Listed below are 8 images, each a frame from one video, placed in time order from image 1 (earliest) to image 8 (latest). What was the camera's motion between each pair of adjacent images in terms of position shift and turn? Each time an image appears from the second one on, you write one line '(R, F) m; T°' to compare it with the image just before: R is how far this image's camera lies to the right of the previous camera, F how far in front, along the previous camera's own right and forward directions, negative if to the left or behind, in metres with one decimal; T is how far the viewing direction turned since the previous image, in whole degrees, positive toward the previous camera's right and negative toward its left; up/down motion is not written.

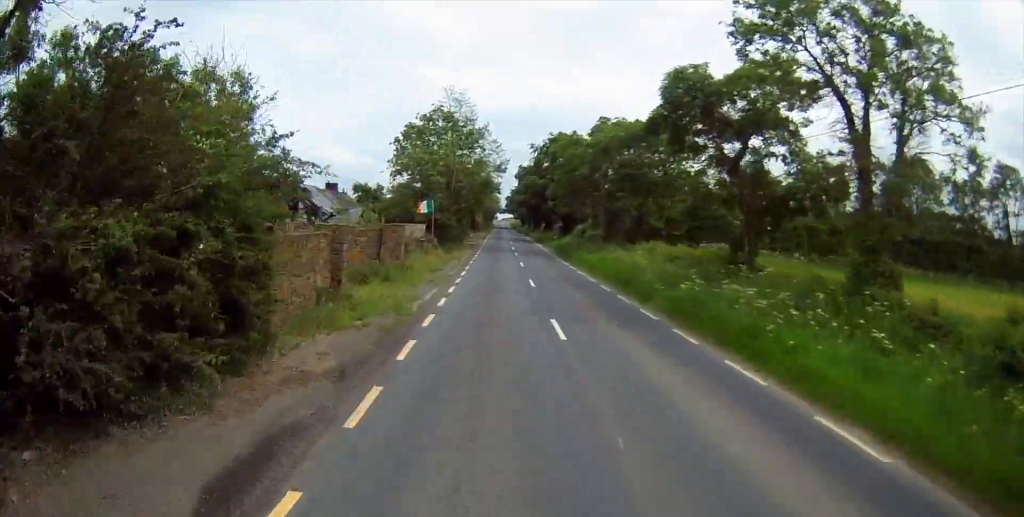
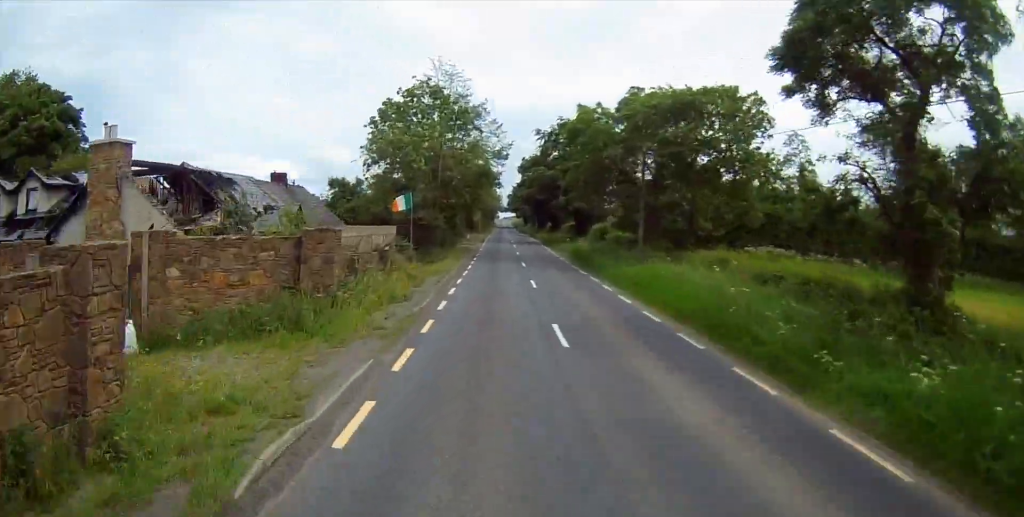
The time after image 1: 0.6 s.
(+0.2, +12.5) m; 0°
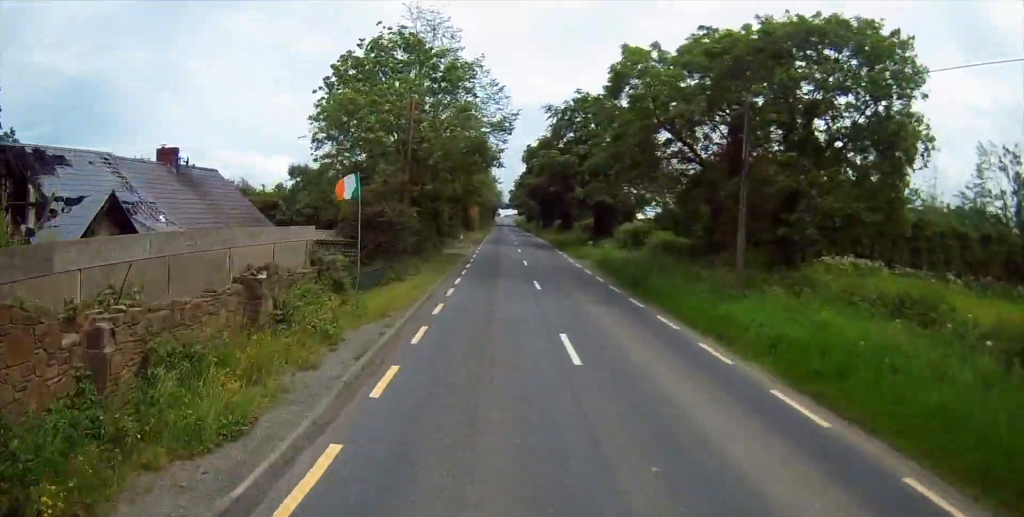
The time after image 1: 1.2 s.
(+0.2, +13.9) m; 0°
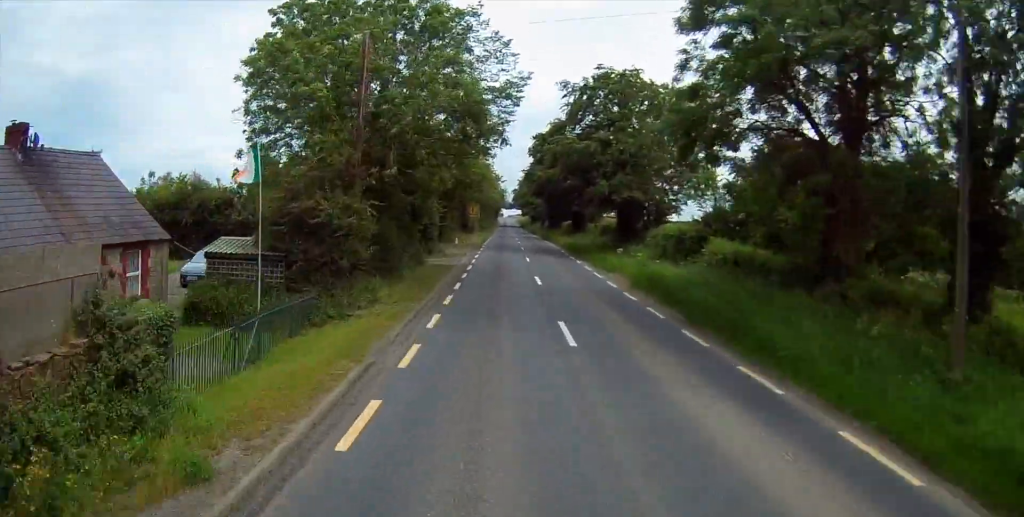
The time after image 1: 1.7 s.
(-0.3, +10.2) m; 0°
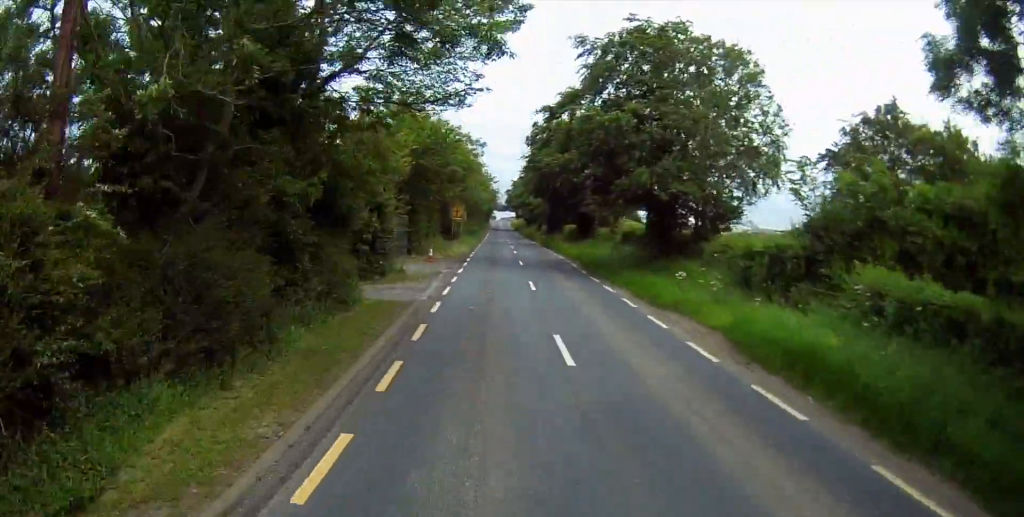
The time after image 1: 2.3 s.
(-0.1, +13.1) m; 0°
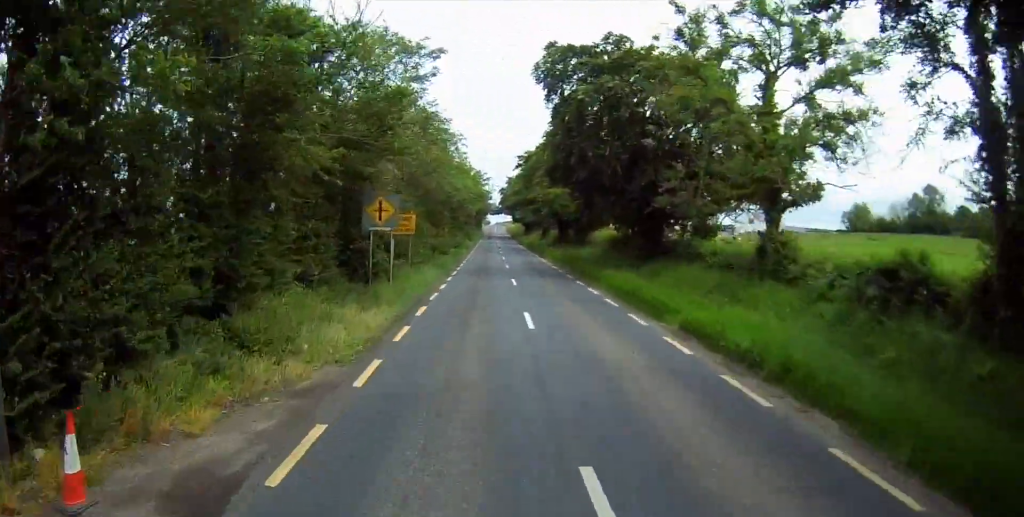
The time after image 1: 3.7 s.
(+0.5, +31.6) m; +1°
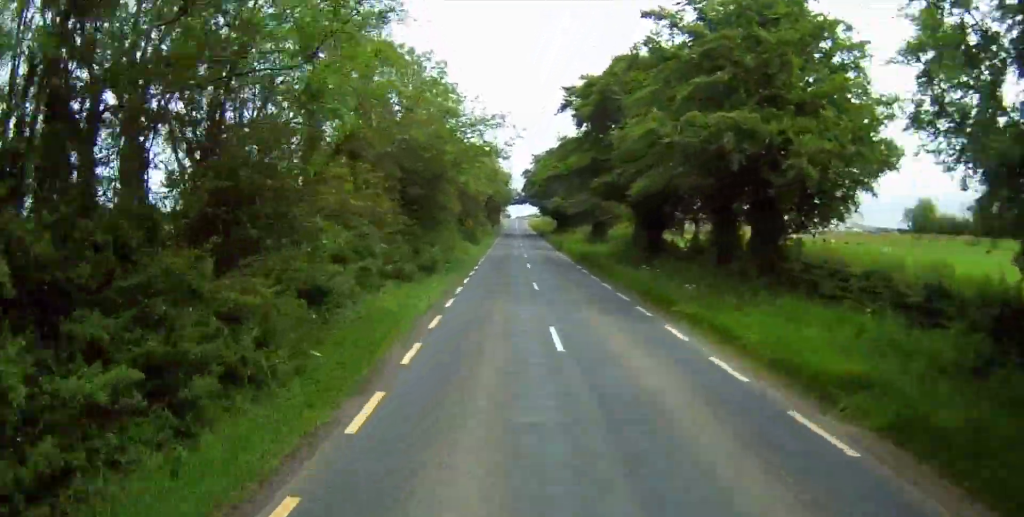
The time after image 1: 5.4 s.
(-1.1, +37.8) m; -4°
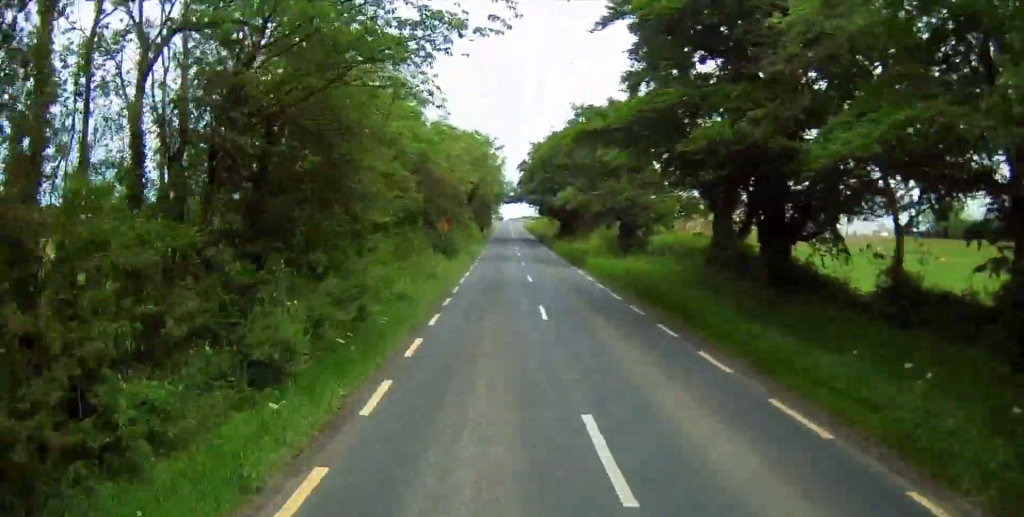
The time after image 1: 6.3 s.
(-0.6, +18.2) m; +1°
